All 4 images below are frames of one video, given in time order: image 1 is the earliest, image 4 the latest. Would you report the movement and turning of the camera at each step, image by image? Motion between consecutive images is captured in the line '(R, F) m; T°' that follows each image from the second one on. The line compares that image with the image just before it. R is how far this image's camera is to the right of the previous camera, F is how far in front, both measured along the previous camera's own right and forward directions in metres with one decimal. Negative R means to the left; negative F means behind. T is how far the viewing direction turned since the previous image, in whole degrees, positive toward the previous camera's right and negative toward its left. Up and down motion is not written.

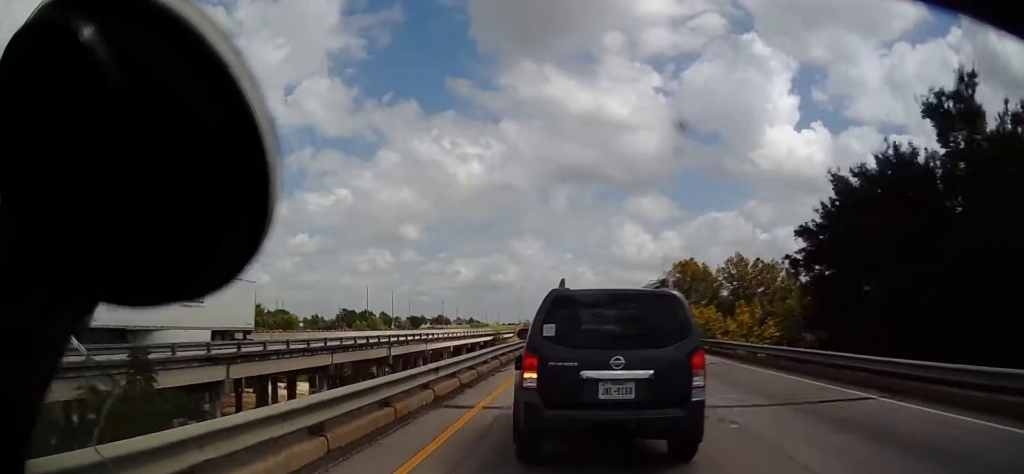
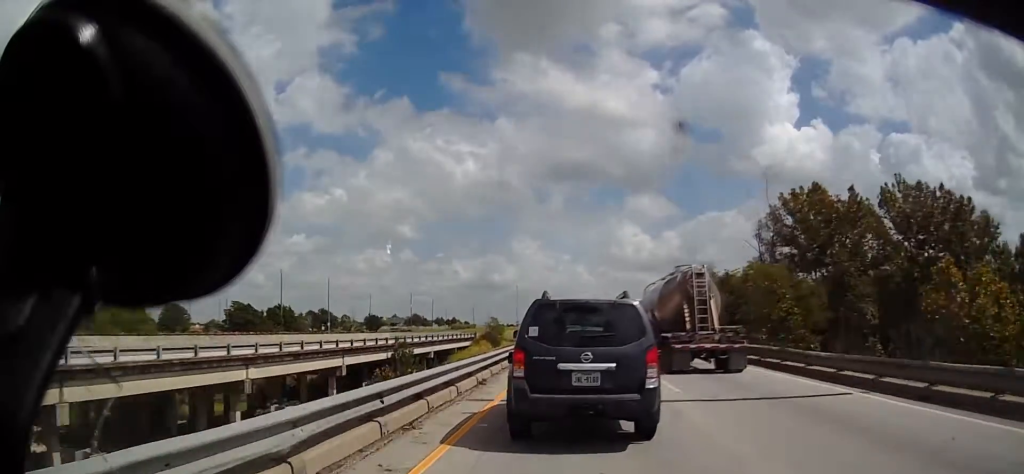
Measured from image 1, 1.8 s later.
(+0.5, +60.7) m; +1°
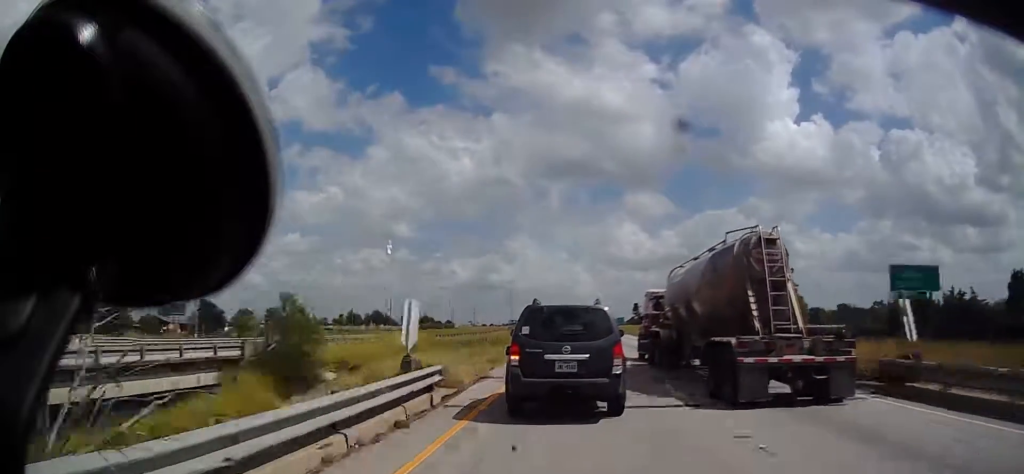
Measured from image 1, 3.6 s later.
(0.0, +61.4) m; +1°
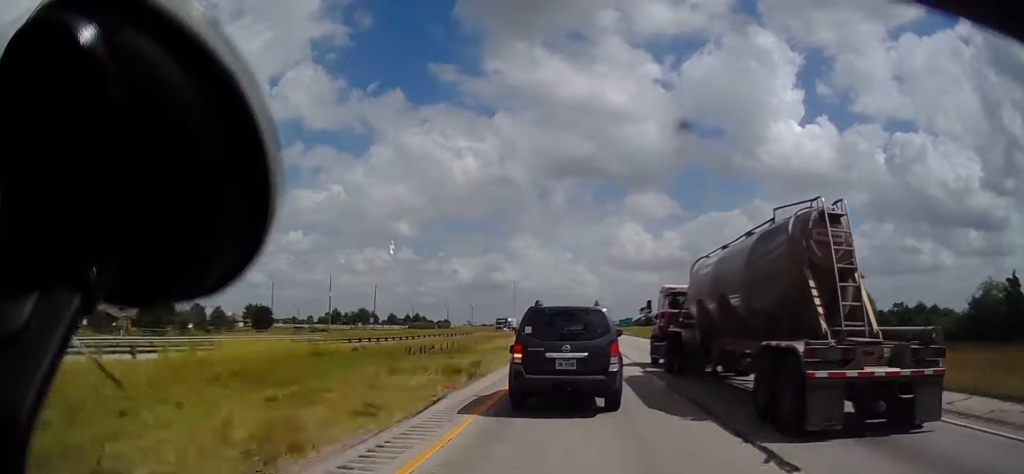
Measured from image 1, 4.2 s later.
(+0.4, +21.4) m; -1°
